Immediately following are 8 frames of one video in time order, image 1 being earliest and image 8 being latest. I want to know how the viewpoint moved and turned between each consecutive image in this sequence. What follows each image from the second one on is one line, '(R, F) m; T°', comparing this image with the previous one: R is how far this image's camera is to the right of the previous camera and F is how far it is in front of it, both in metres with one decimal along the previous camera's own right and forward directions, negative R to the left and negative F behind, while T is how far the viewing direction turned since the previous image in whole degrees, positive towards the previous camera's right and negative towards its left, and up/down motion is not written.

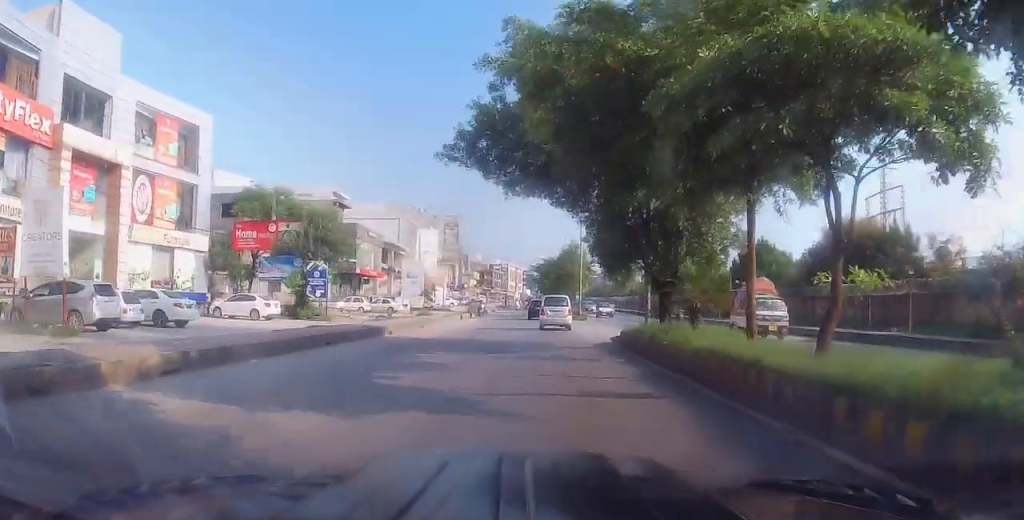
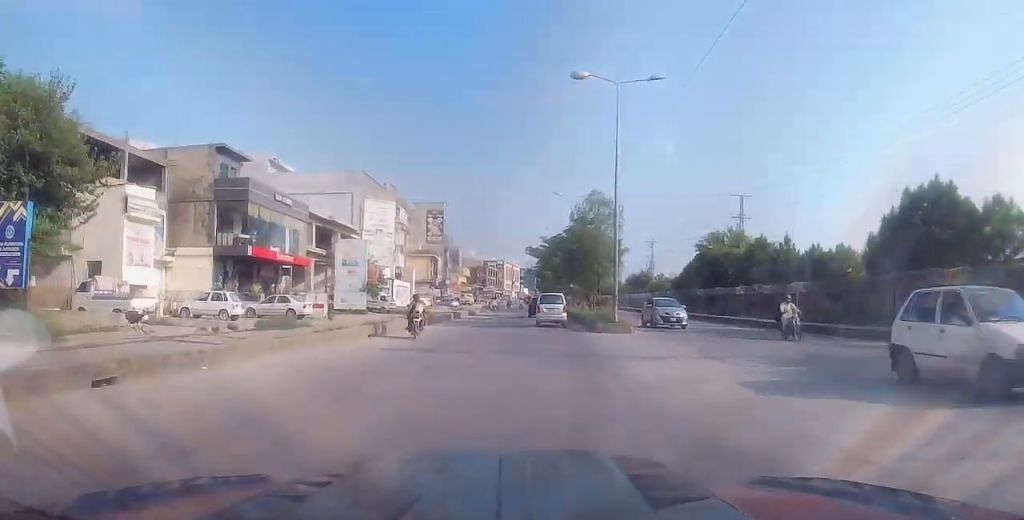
(+0.7, +24.5) m; +2°
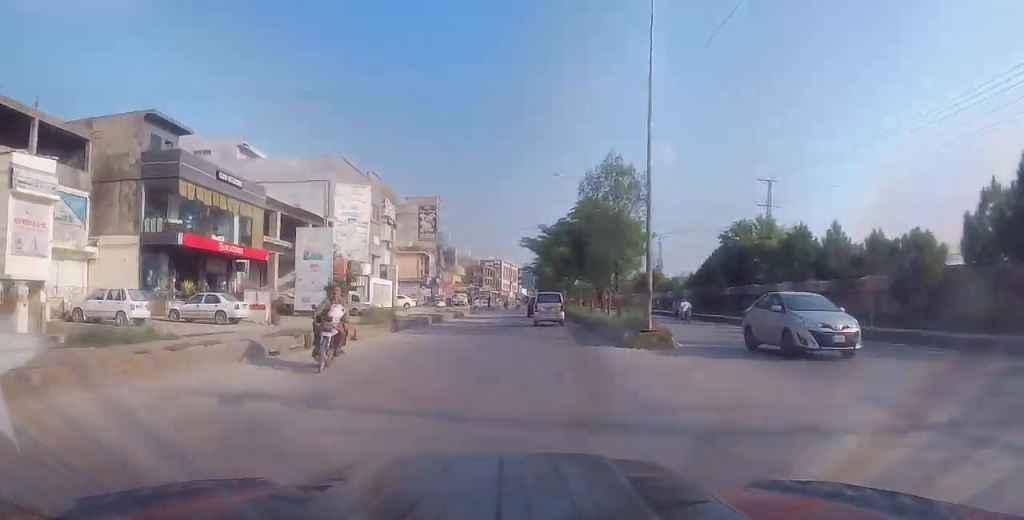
(+0.1, +8.3) m; -1°
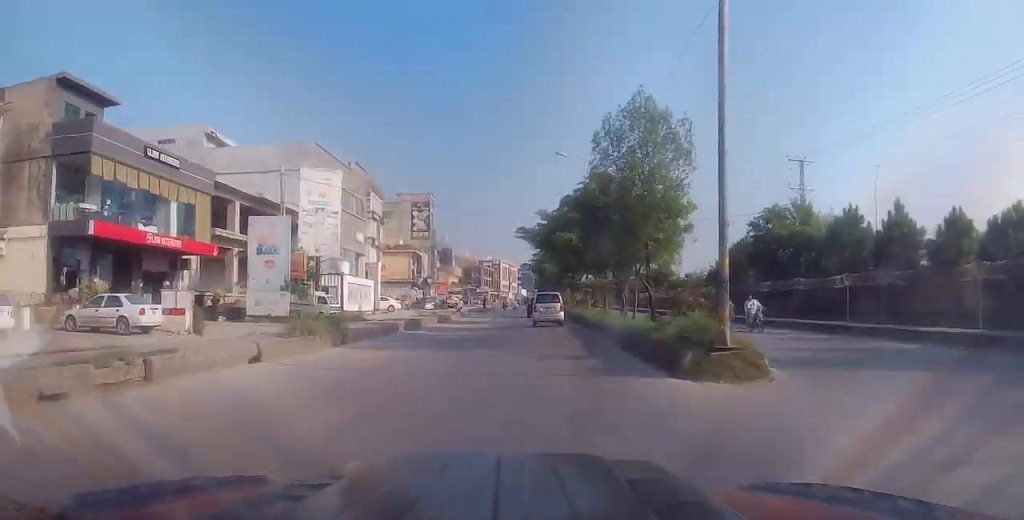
(-0.3, +7.4) m; -1°
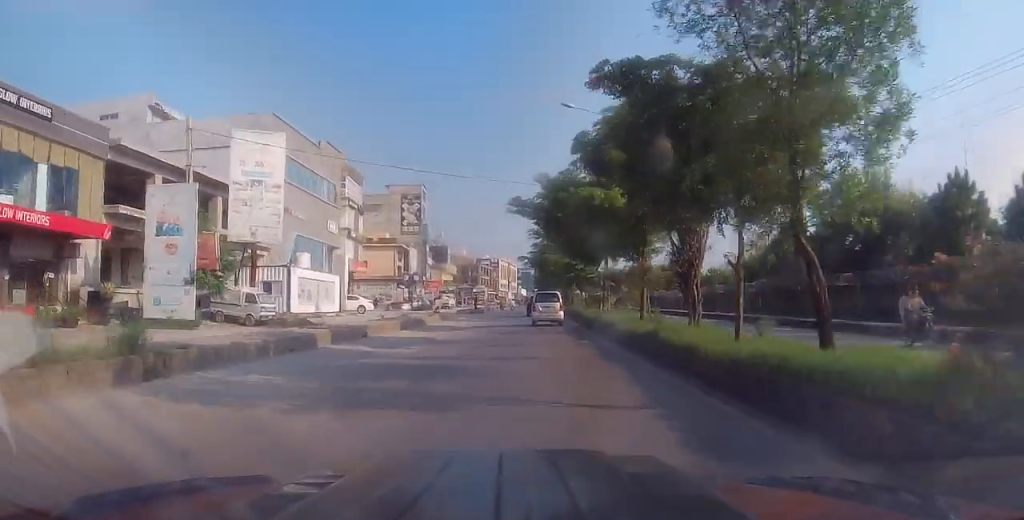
(-0.1, +10.4) m; +1°
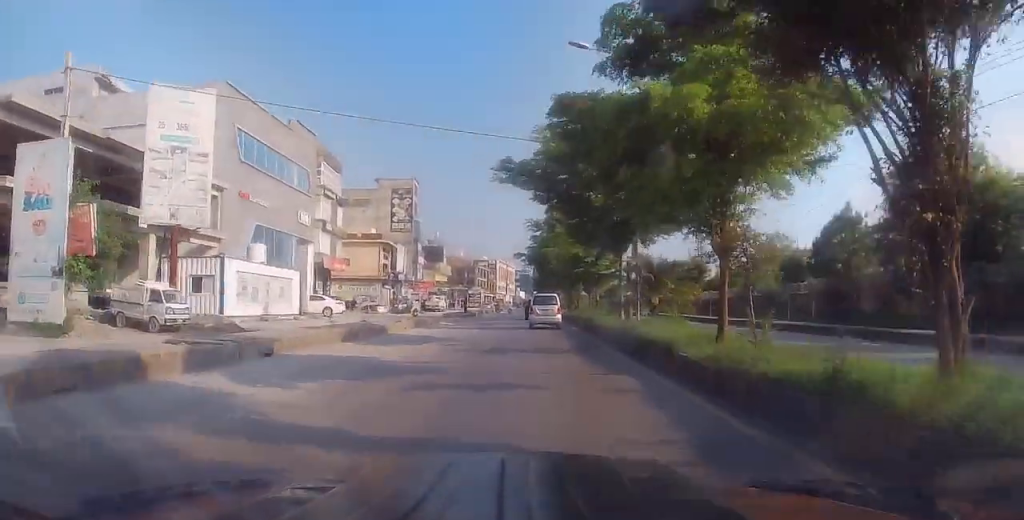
(0.0, +8.1) m; +1°
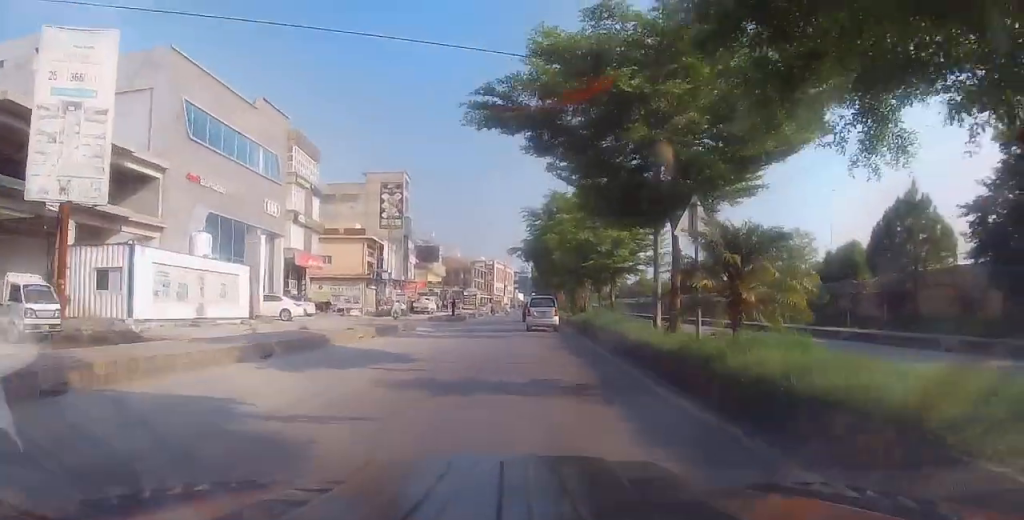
(+0.2, +7.2) m; 0°
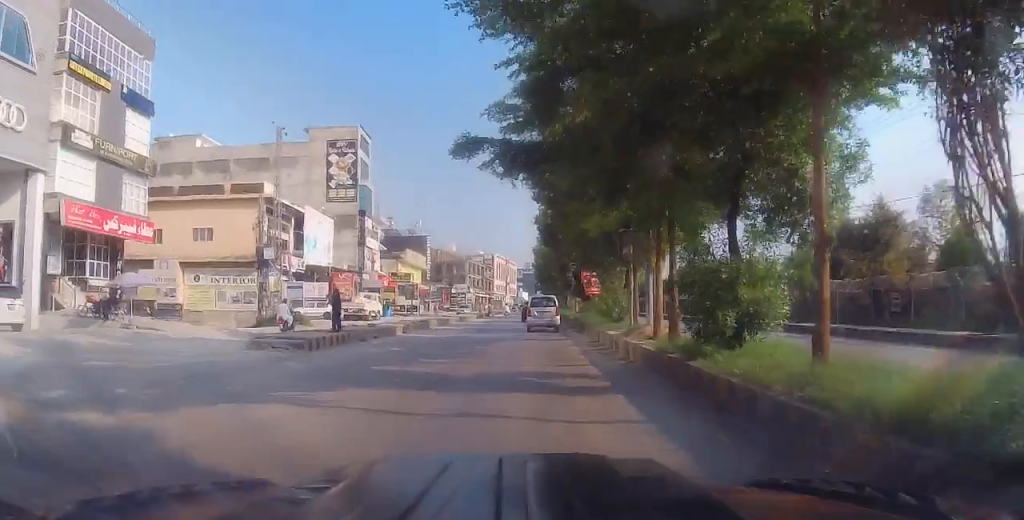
(-0.8, +29.9) m; -2°
